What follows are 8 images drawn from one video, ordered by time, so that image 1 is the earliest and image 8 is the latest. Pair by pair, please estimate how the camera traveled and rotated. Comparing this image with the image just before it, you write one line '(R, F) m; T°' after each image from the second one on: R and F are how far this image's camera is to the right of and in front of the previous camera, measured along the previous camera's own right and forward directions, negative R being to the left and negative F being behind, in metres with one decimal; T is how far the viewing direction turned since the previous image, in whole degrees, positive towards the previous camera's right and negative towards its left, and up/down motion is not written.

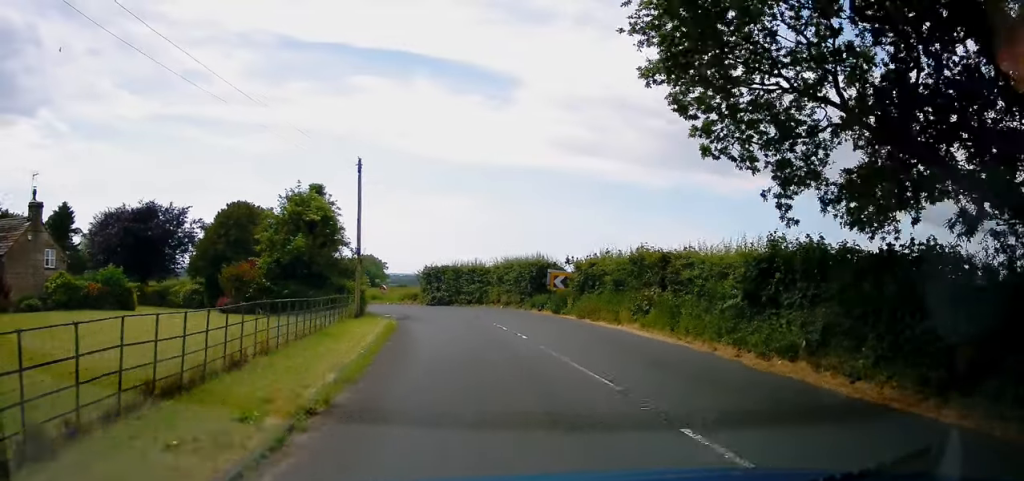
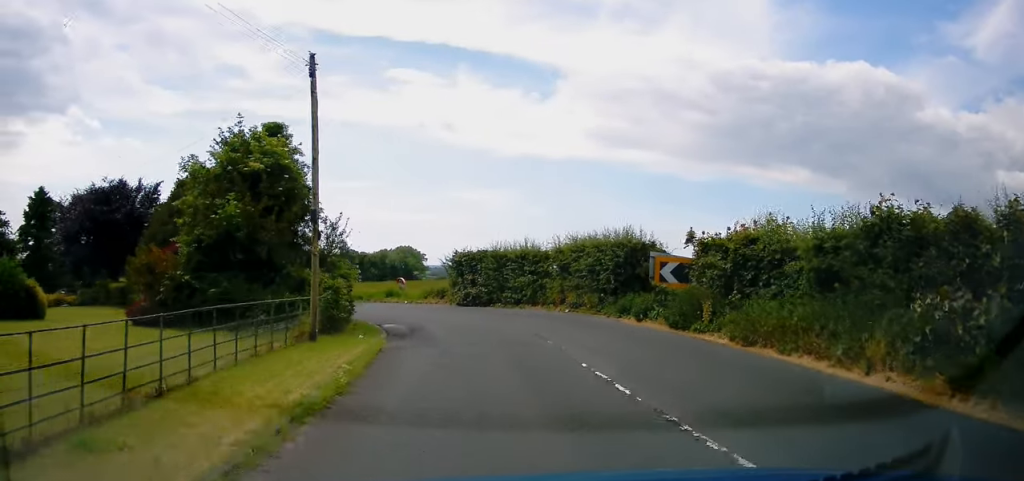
(-0.6, +12.1) m; -4°
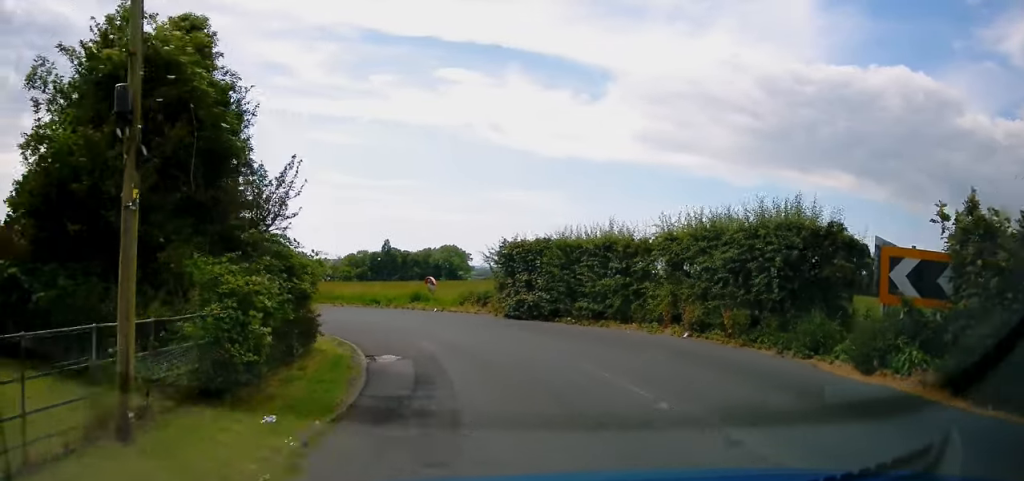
(-0.3, +9.1) m; -6°
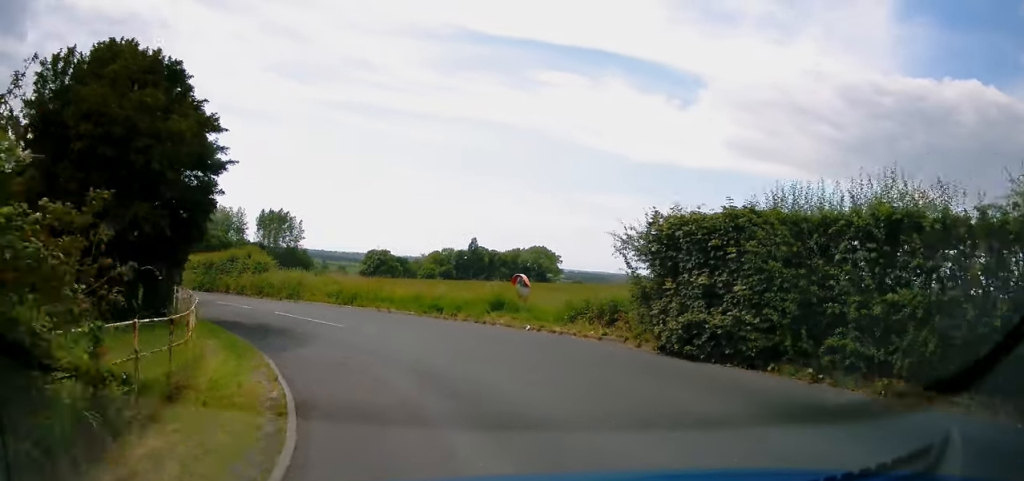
(-0.5, +9.9) m; -13°
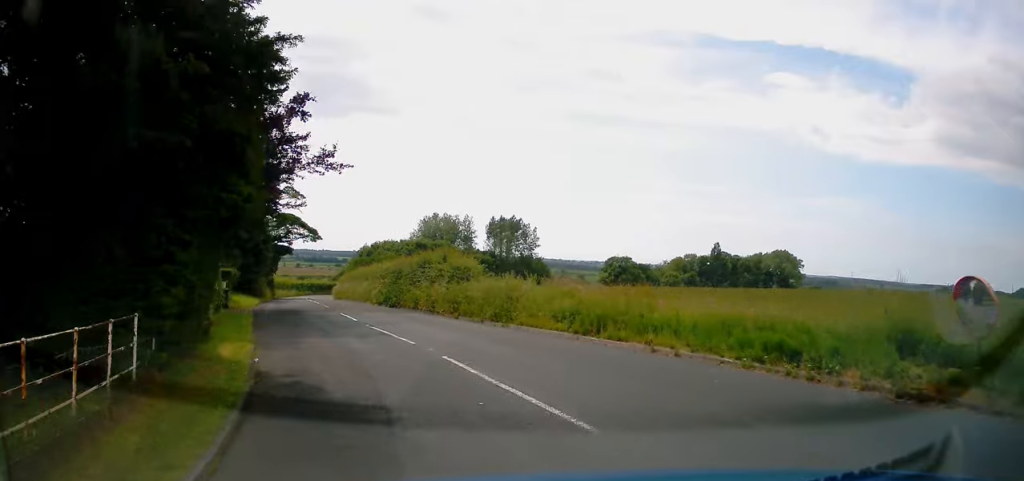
(-2.1, +10.9) m; -19°
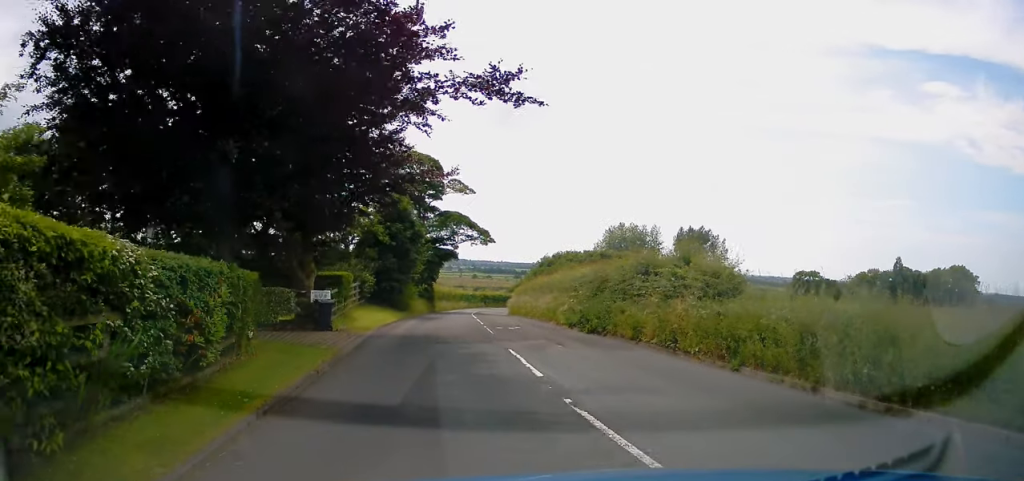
(-1.5, +11.1) m; -12°
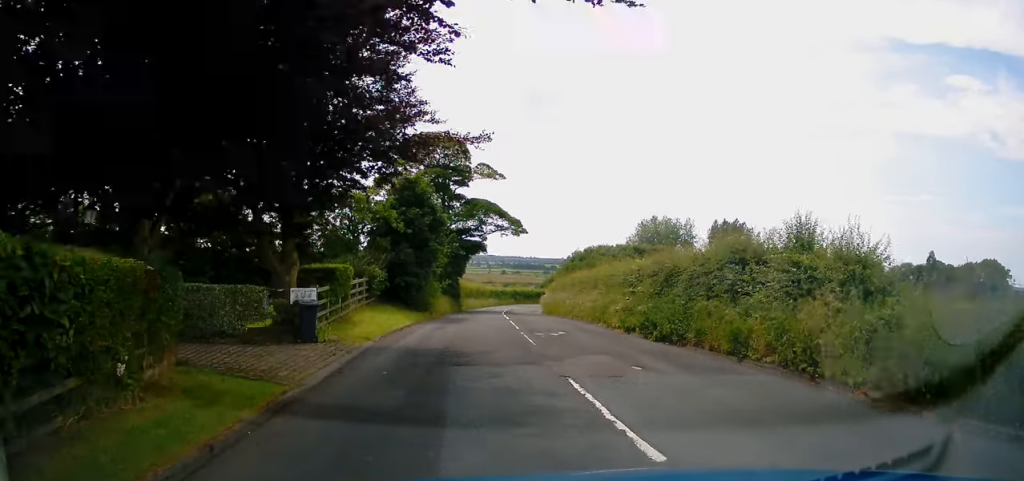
(-0.2, +5.0) m; -3°
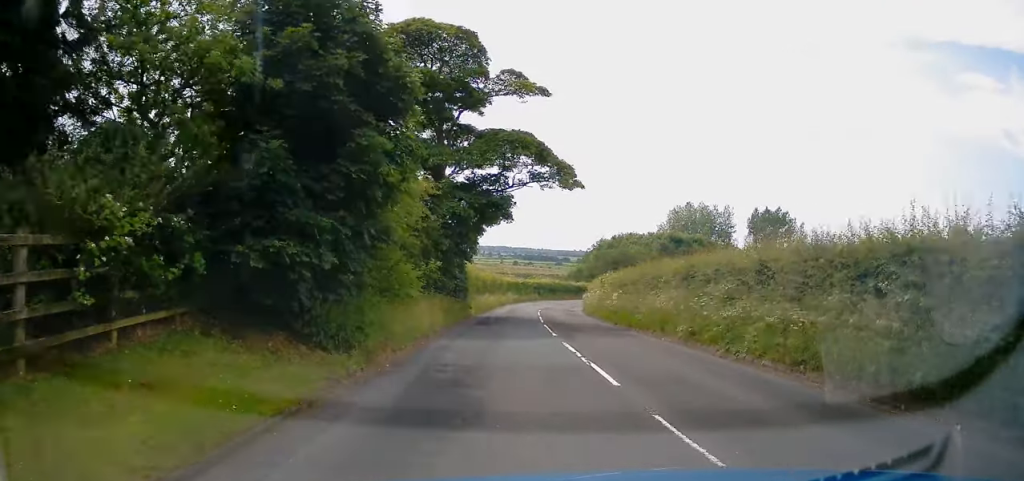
(-0.8, +19.9) m; -2°
